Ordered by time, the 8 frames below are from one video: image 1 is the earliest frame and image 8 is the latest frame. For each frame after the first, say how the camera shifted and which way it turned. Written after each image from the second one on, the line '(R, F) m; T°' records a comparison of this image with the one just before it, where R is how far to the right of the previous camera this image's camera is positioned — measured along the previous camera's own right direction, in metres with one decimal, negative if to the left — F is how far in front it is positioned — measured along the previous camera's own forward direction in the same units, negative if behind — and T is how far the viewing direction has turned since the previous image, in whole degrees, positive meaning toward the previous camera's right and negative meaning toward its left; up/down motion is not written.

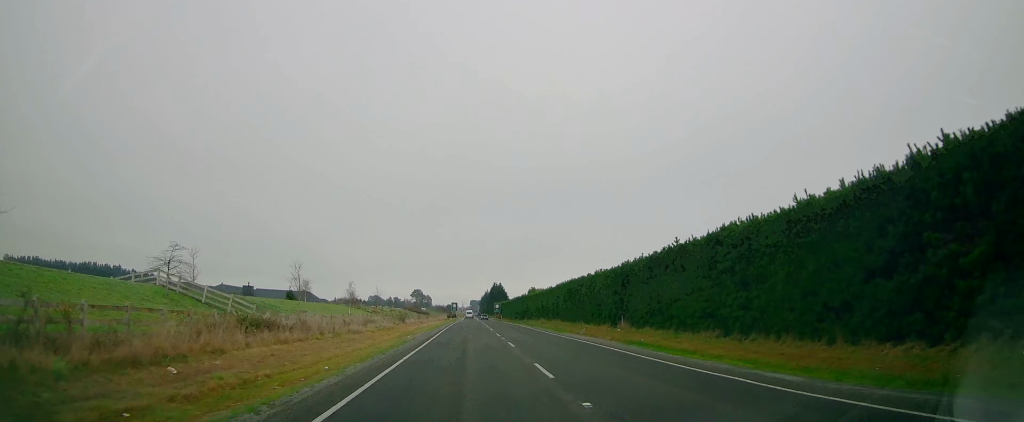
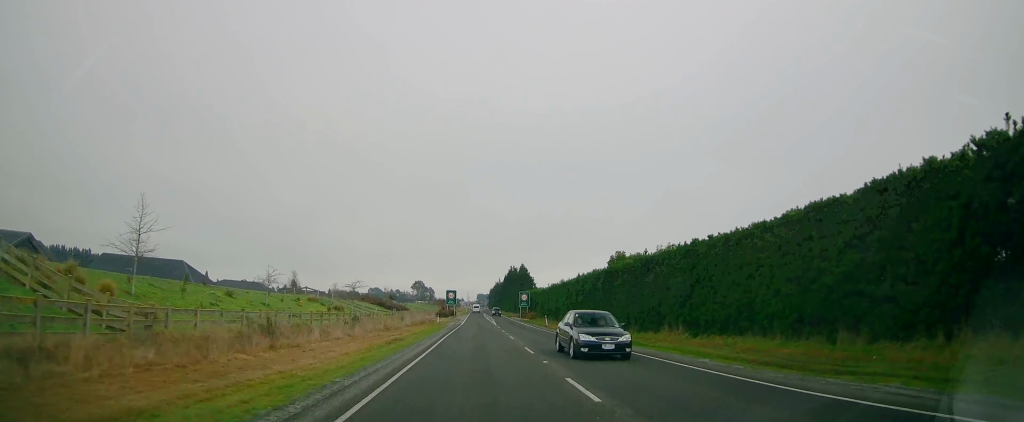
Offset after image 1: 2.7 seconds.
(-0.7, +72.6) m; -1°
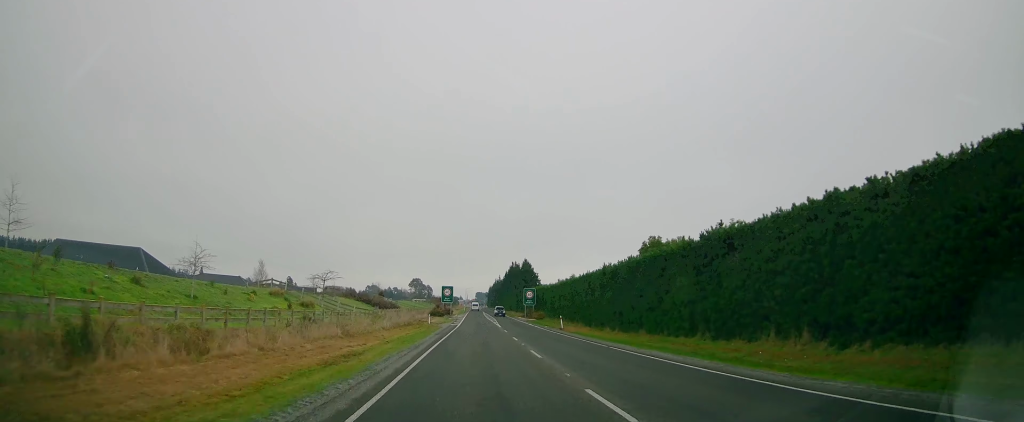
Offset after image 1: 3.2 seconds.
(-0.1, +11.5) m; 0°
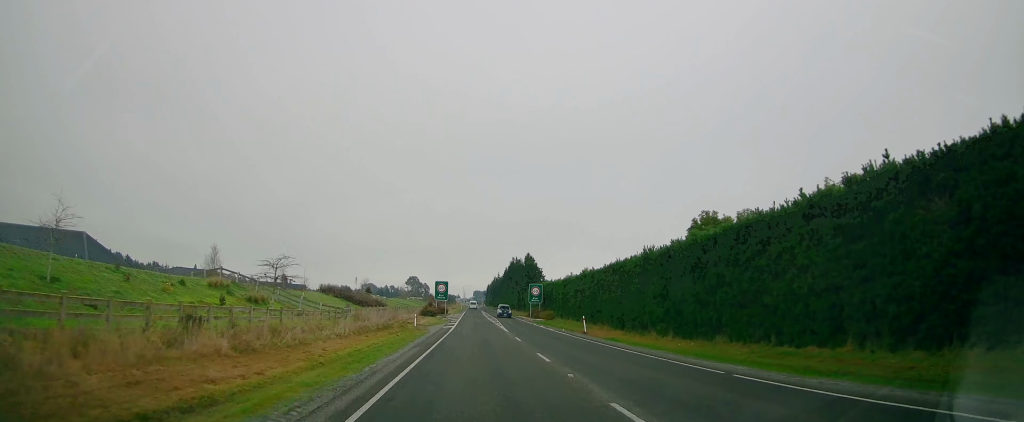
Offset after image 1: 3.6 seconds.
(+0.1, +11.5) m; 0°
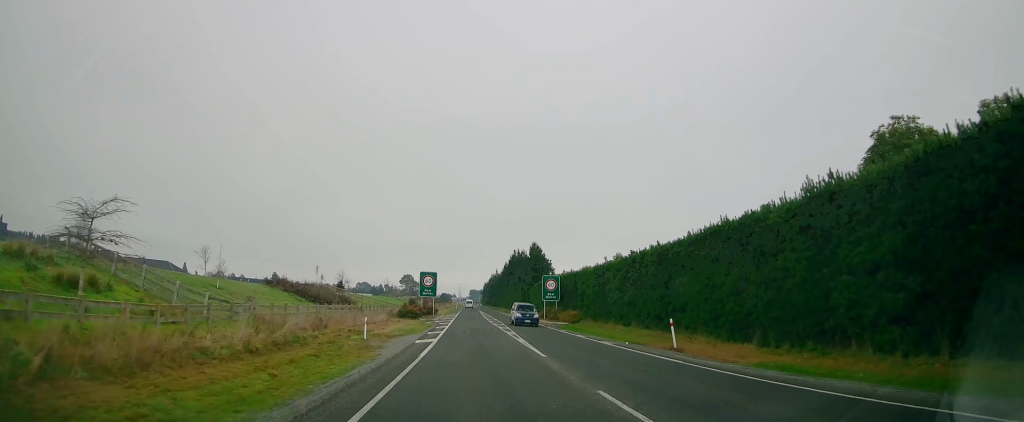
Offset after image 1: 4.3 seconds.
(+0.1, +18.5) m; 0°
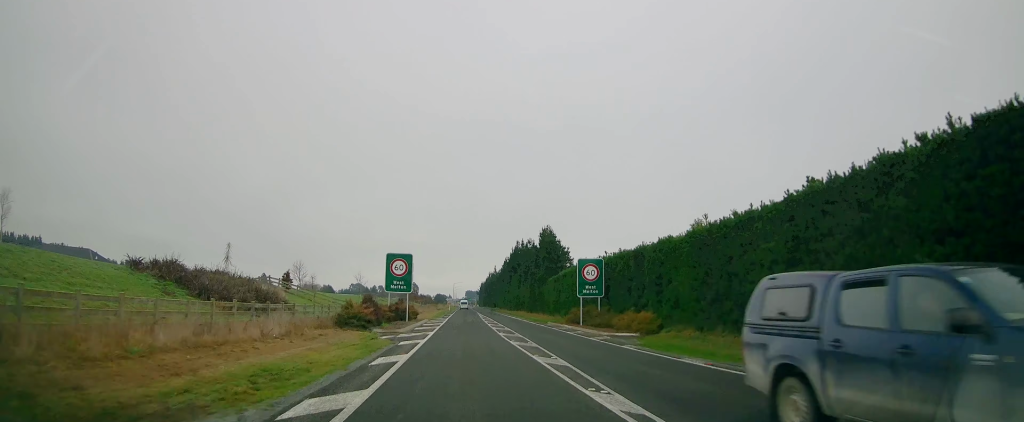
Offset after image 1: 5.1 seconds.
(+0.1, +21.8) m; 0°
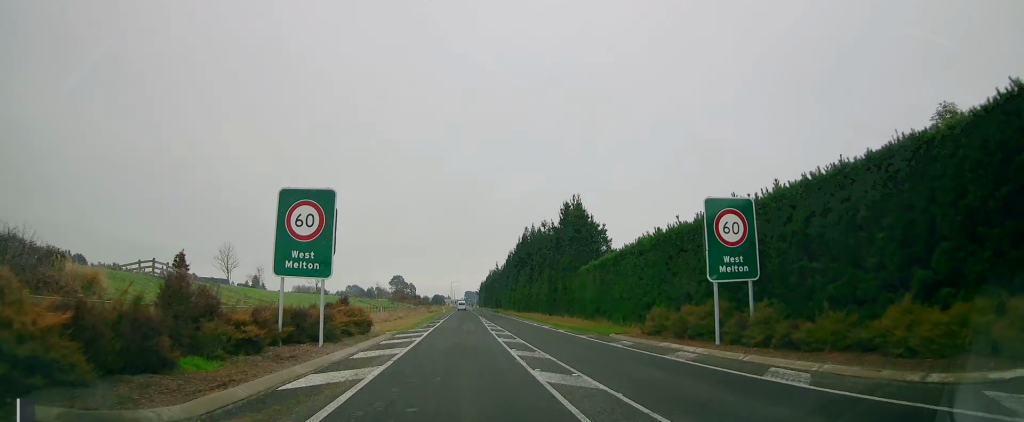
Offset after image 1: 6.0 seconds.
(-0.1, +22.2) m; +1°
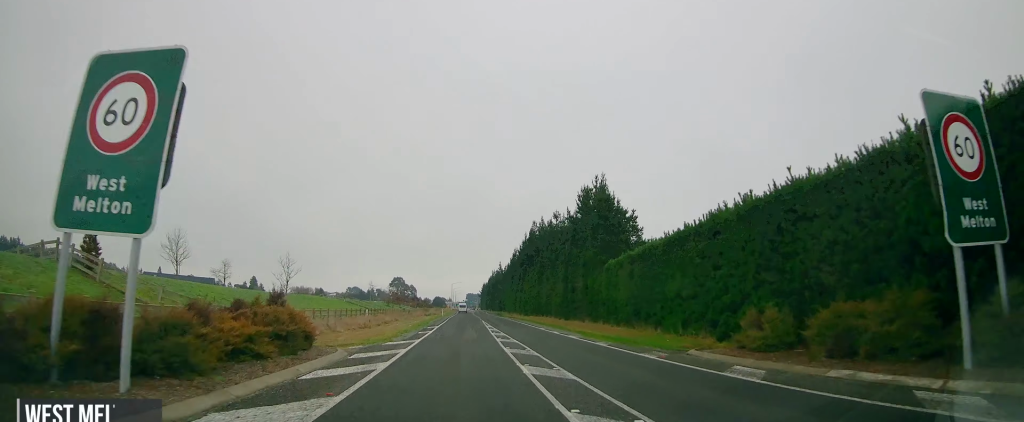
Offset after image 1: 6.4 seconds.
(+0.1, +9.8) m; 0°
